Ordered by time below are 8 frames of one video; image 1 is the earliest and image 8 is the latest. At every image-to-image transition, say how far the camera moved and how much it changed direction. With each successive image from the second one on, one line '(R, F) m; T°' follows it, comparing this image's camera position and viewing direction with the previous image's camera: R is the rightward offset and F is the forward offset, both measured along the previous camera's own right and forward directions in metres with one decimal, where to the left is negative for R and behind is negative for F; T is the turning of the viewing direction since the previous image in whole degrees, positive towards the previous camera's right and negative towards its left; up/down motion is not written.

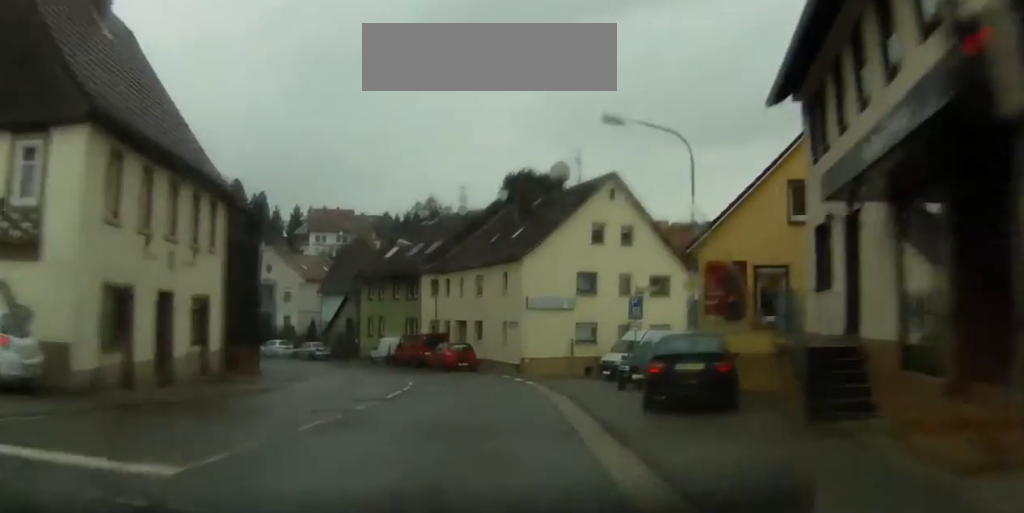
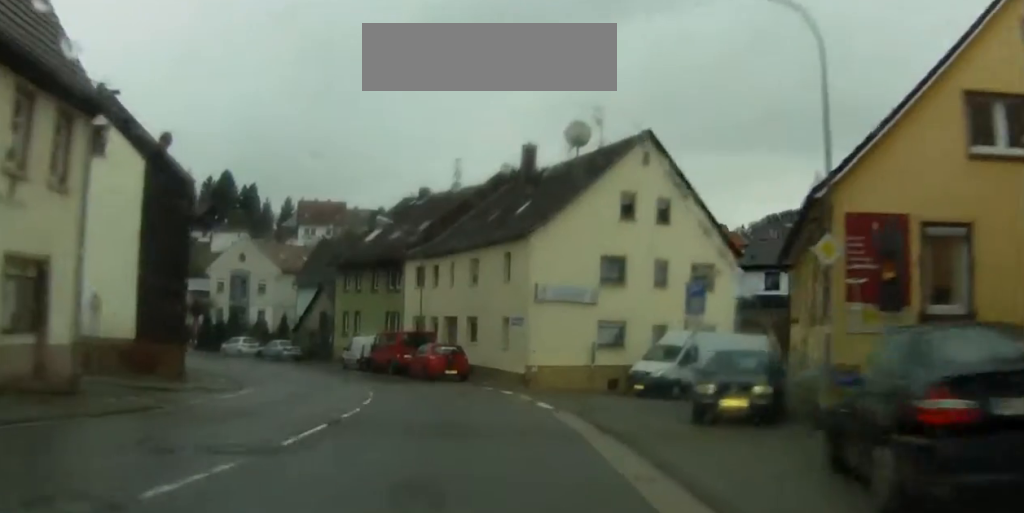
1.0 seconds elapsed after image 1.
(+0.6, +10.4) m; -3°
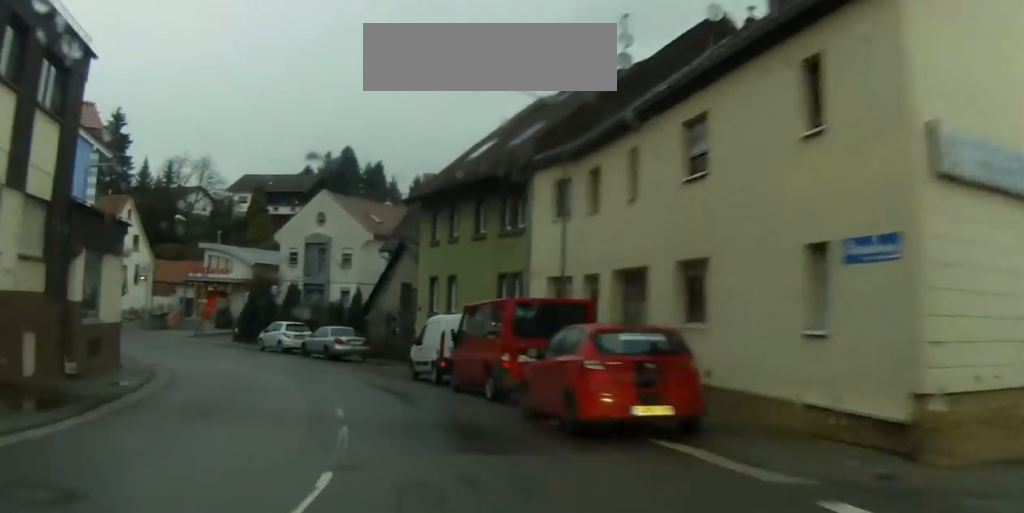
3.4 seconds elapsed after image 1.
(-2.8, +22.1) m; -12°
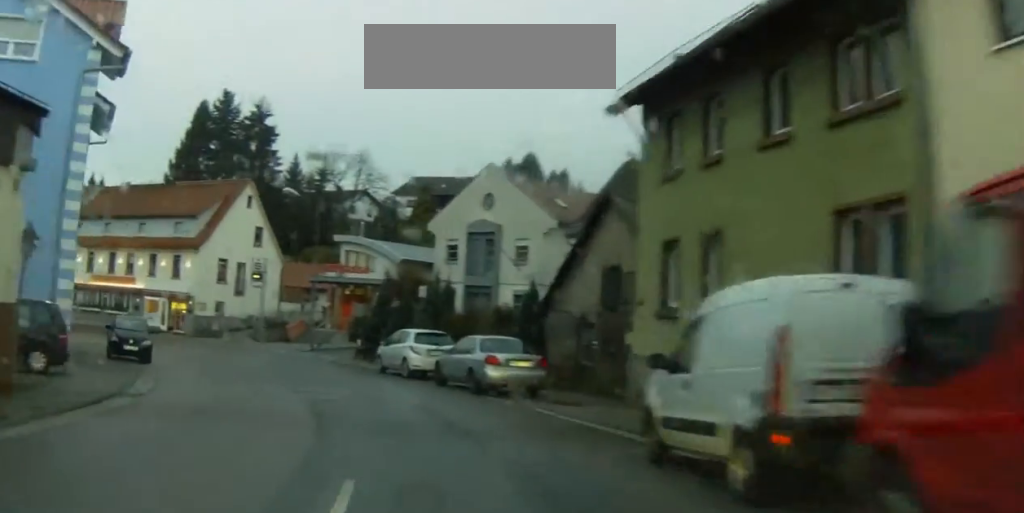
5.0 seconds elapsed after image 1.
(-1.0, +14.5) m; -6°
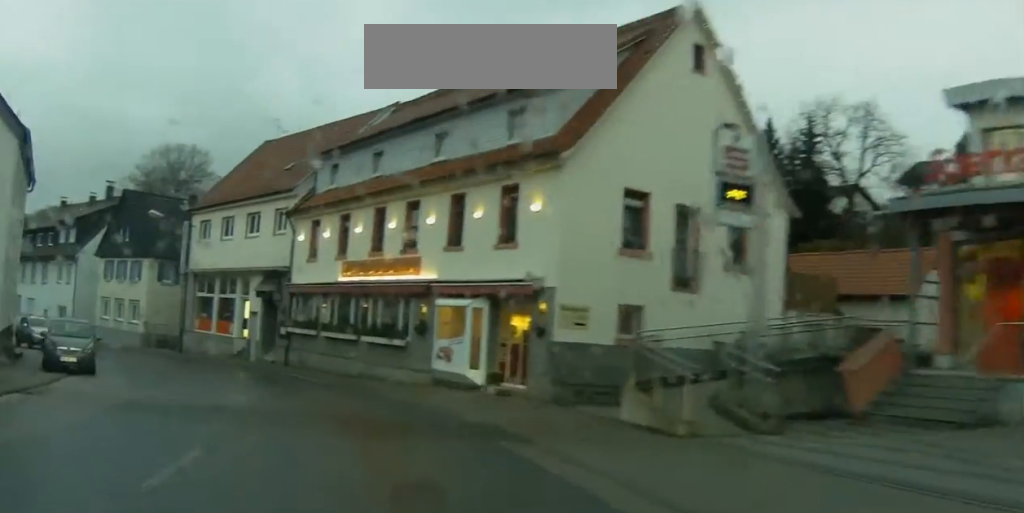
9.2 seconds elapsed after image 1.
(-7.2, +36.0) m; -27°
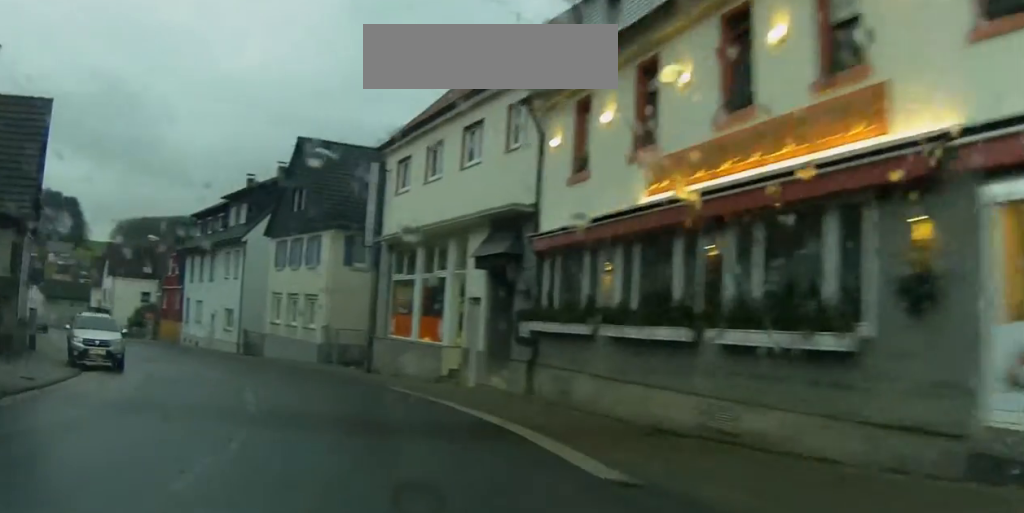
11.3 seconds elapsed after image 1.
(-1.8, +18.2) m; -16°
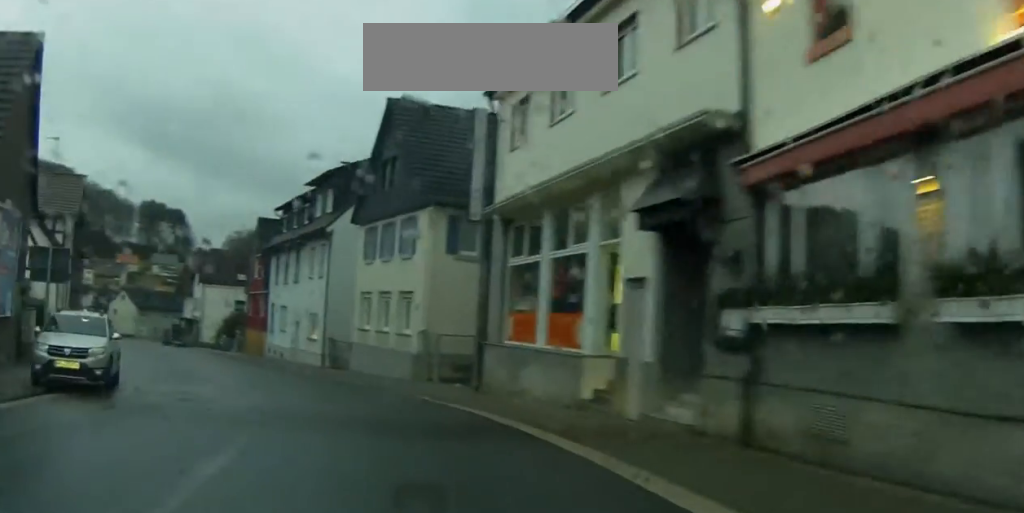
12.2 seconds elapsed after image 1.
(-1.3, +8.0) m; -6°
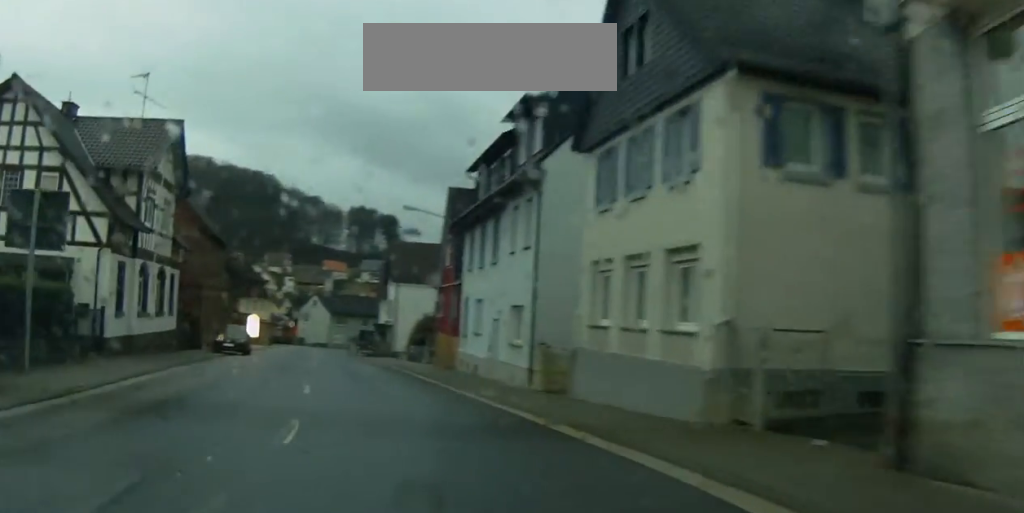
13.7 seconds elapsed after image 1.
(-1.4, +14.1) m; -10°
